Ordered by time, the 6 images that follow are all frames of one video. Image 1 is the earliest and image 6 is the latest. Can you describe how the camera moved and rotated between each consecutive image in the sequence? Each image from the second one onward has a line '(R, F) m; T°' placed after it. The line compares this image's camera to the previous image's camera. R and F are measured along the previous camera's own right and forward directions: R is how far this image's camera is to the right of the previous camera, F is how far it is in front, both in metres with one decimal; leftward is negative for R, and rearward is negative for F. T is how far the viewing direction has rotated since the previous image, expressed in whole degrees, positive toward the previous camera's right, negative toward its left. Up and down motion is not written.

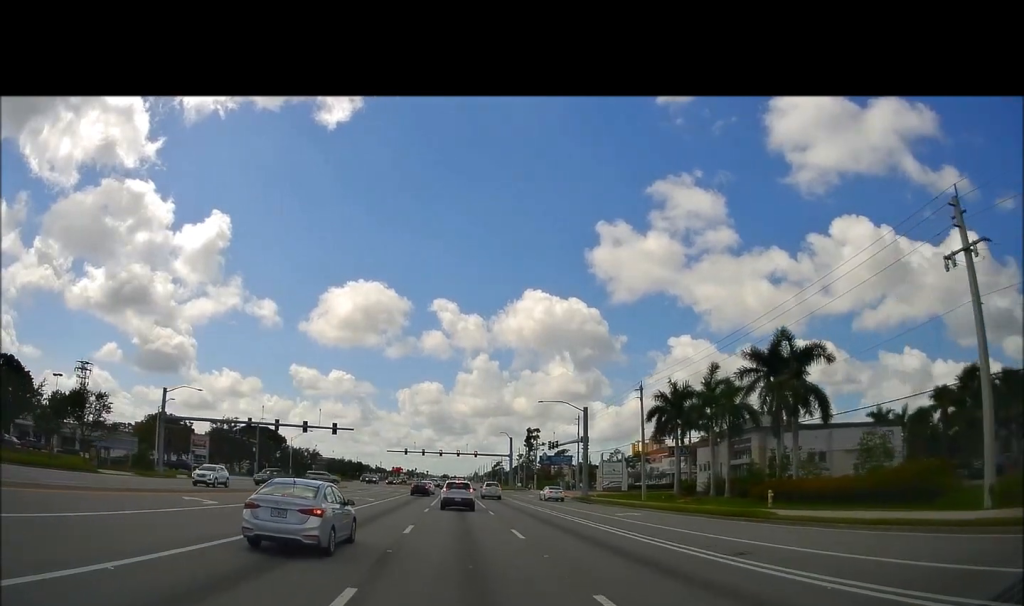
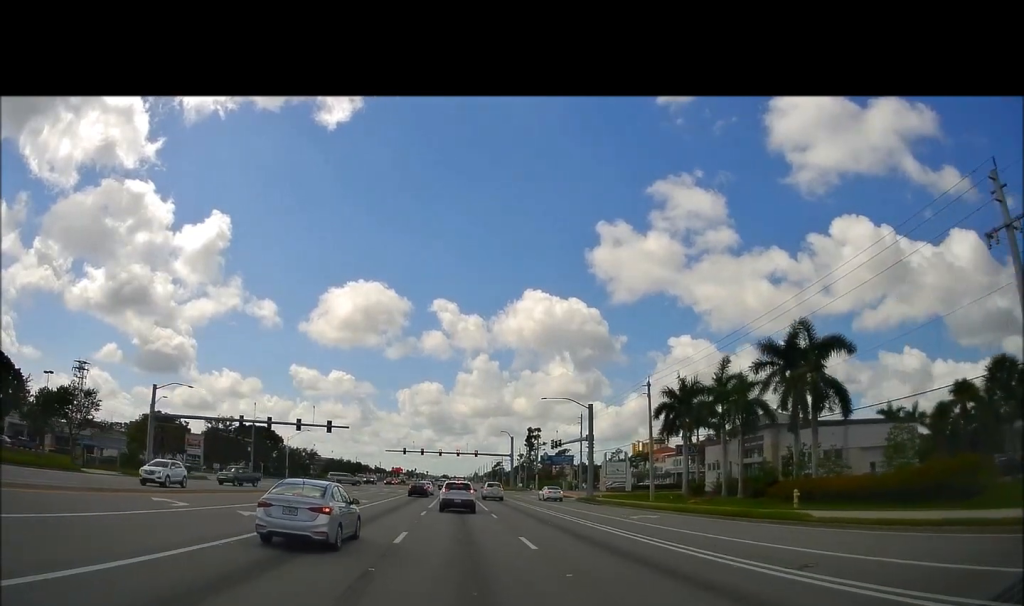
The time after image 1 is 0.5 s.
(0.0, +3.4) m; 0°
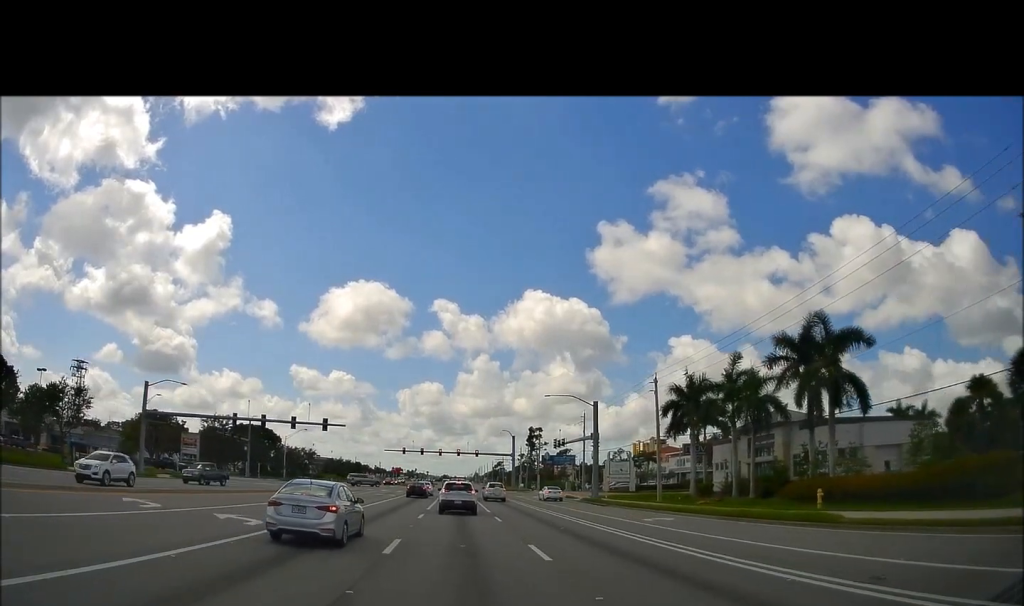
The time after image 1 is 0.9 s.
(0.0, +2.6) m; 0°
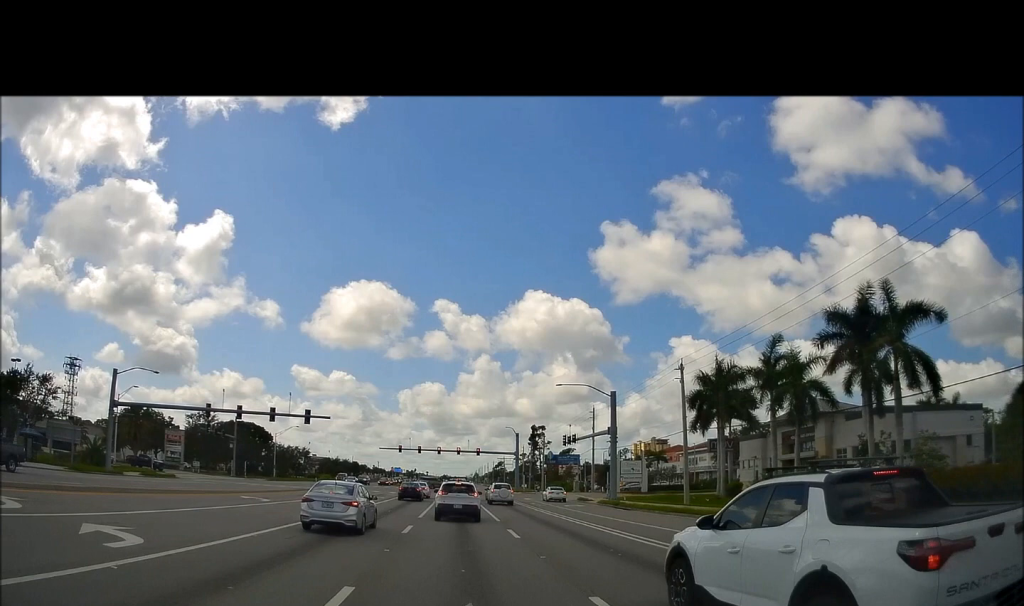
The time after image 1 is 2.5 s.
(-0.1, +8.5) m; -6°
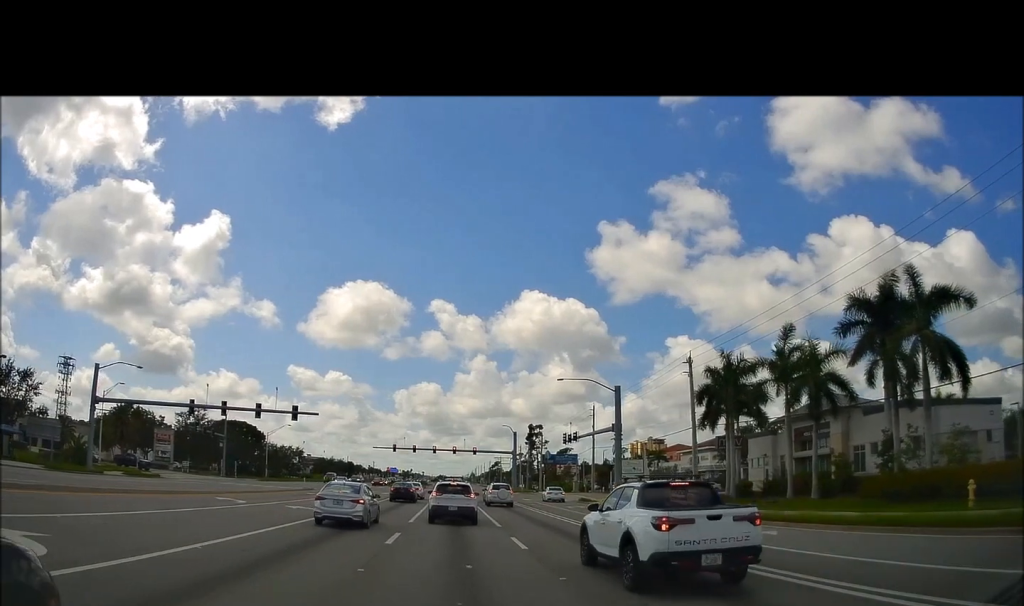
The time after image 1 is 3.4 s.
(-0.3, +3.3) m; -1°
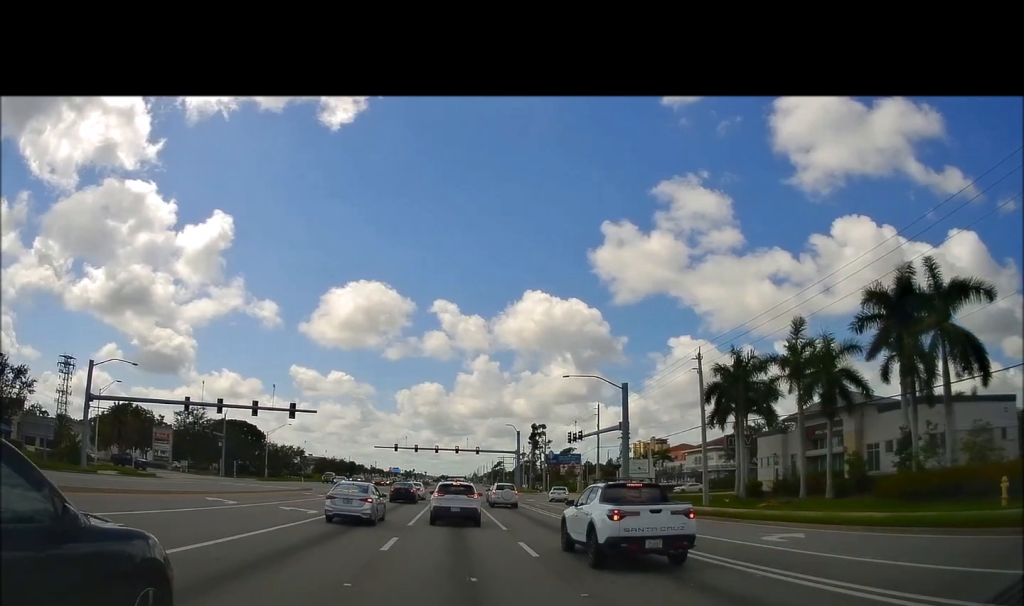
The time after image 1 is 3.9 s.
(0.0, +1.7) m; +2°
